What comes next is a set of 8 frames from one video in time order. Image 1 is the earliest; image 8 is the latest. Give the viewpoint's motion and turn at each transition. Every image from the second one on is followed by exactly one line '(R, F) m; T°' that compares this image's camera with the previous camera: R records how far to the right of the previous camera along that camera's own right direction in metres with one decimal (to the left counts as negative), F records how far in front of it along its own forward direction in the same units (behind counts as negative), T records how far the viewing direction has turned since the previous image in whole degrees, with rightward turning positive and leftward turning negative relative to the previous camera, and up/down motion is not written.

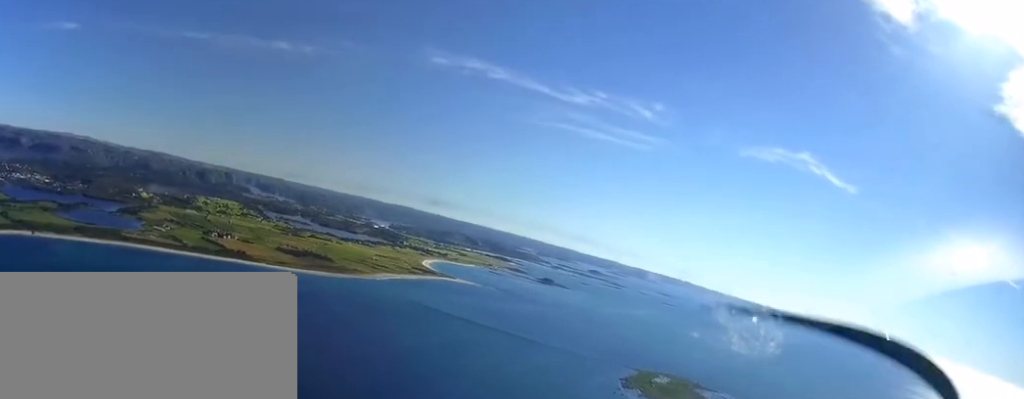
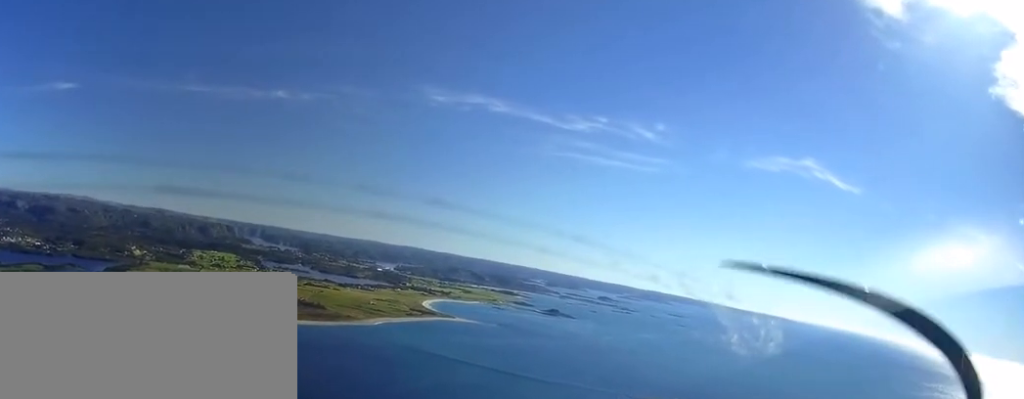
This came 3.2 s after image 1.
(-3.7, +129.7) m; -3°
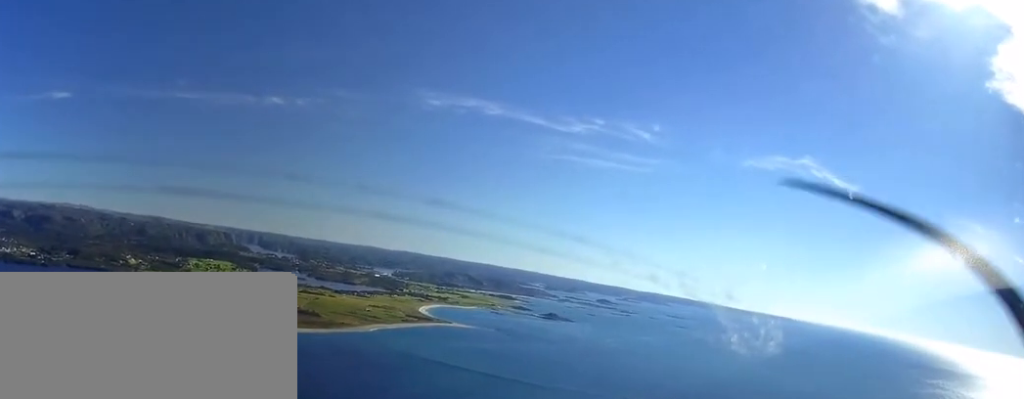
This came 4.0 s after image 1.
(-0.1, +31.5) m; 0°
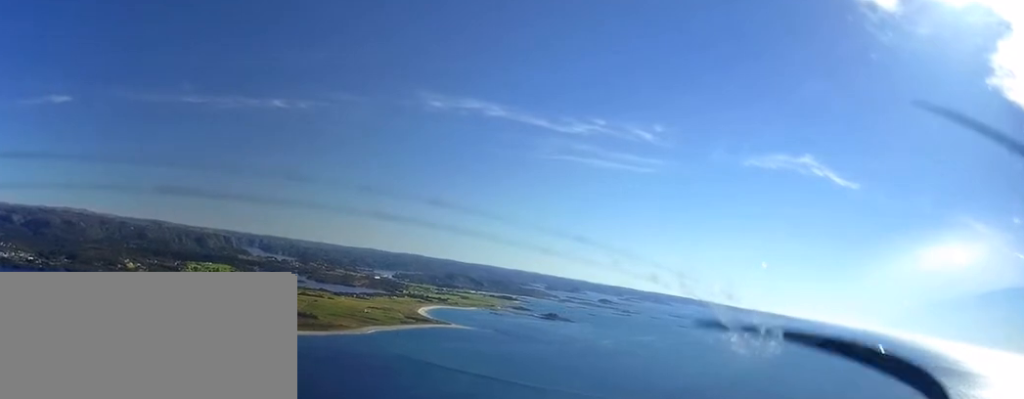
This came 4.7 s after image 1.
(-0.1, +24.8) m; 0°
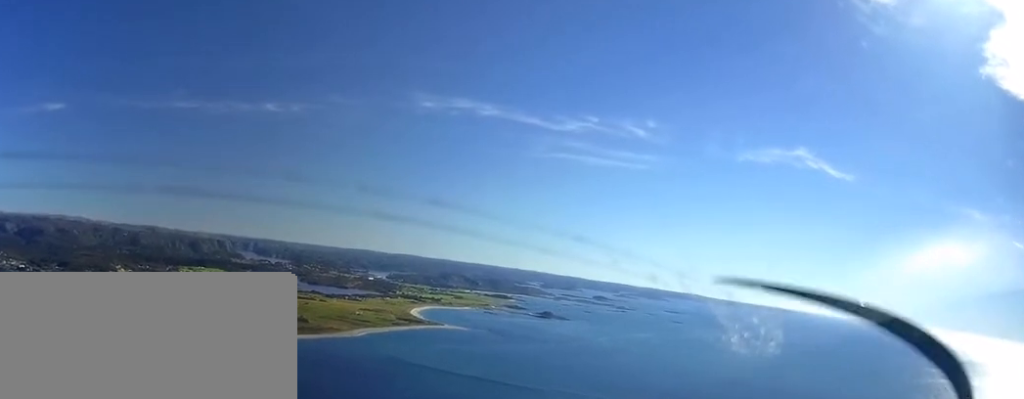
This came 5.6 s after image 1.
(0.0, +37.9) m; 0°
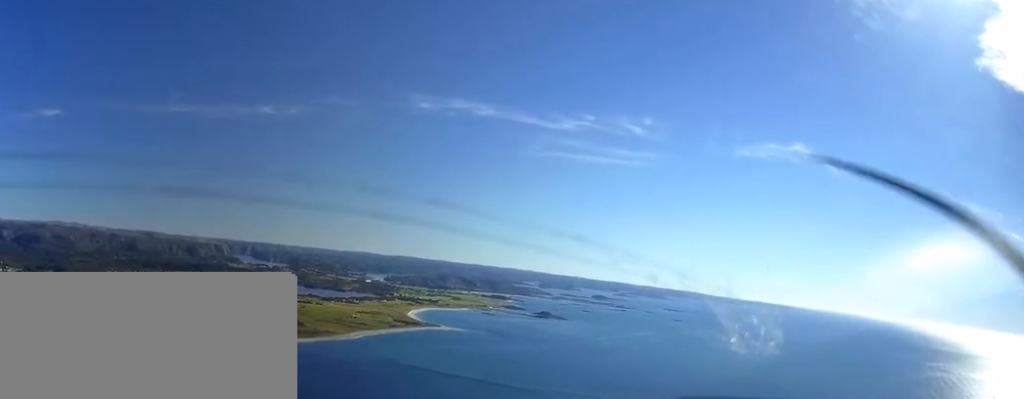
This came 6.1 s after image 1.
(0.0, +16.9) m; 0°
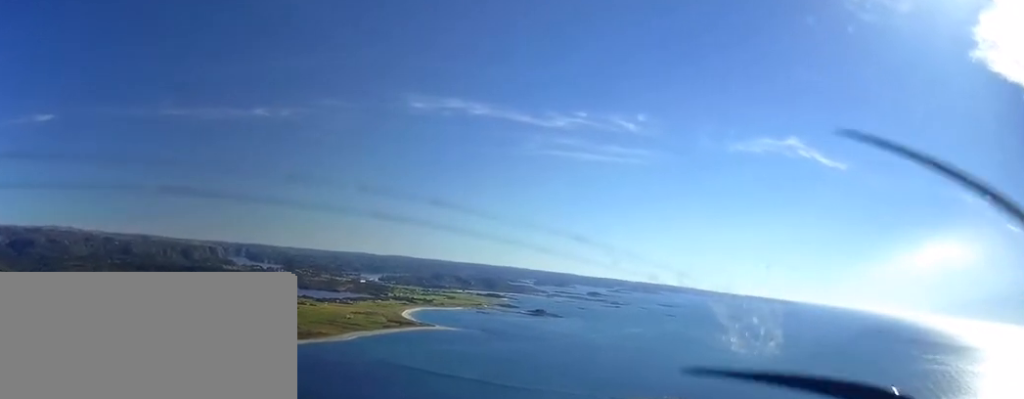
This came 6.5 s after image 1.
(+0.1, +17.0) m; 0°
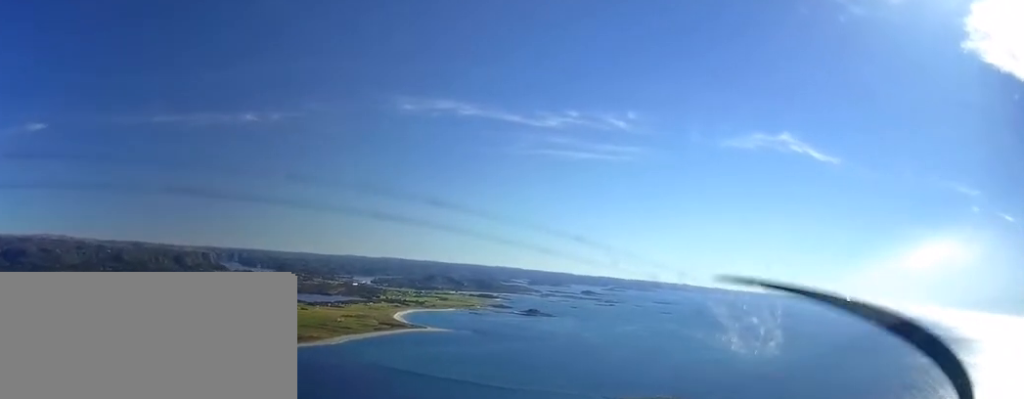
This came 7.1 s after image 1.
(0.0, +23.5) m; 0°
